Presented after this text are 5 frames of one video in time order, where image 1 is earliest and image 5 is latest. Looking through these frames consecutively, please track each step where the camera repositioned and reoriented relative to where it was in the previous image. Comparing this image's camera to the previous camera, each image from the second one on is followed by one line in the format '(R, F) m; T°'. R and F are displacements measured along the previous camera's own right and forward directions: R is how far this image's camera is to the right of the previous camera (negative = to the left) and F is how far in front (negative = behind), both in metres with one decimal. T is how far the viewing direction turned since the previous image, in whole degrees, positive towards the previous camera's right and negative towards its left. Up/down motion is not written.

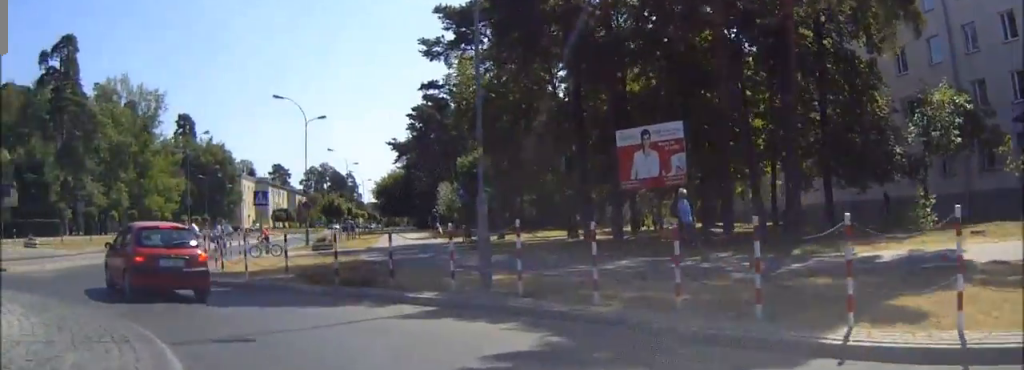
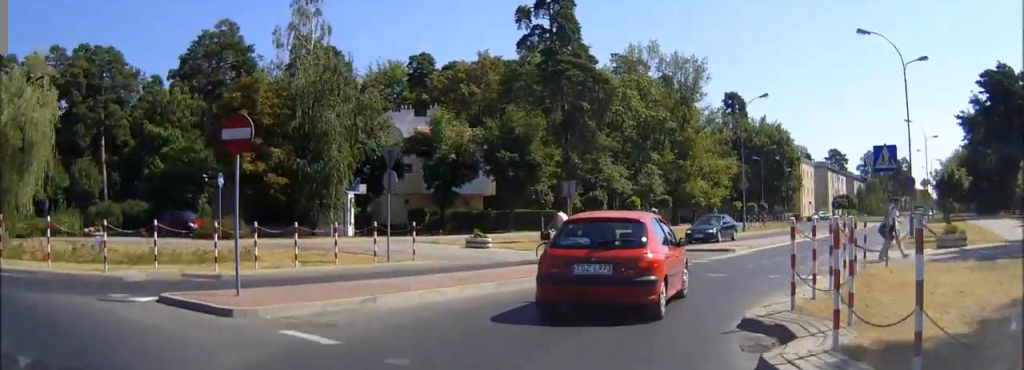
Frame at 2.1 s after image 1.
(-5.0, +11.9) m; -35°
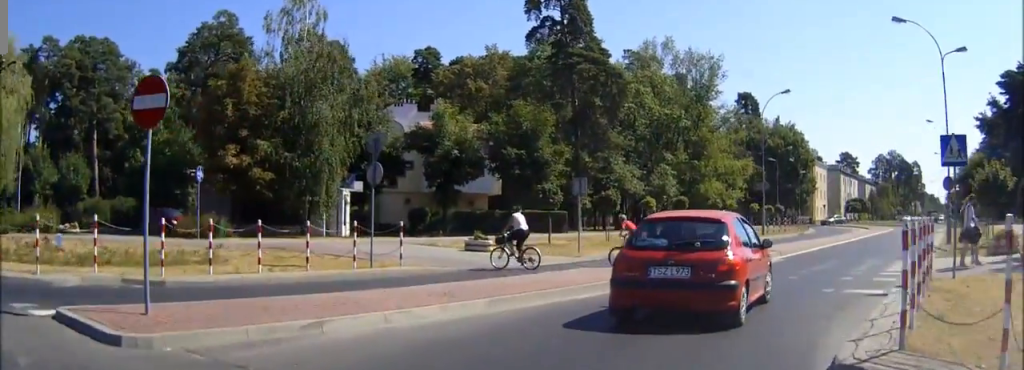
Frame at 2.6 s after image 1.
(-0.1, +2.9) m; -1°
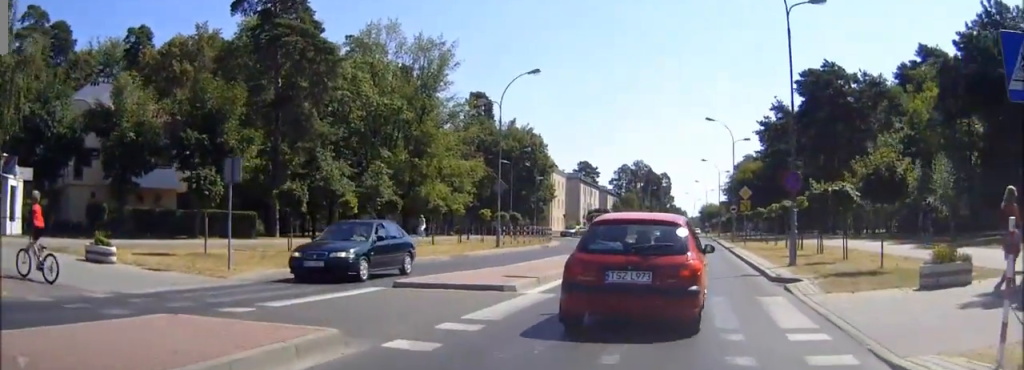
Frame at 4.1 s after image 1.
(+1.0, +9.2) m; +15°
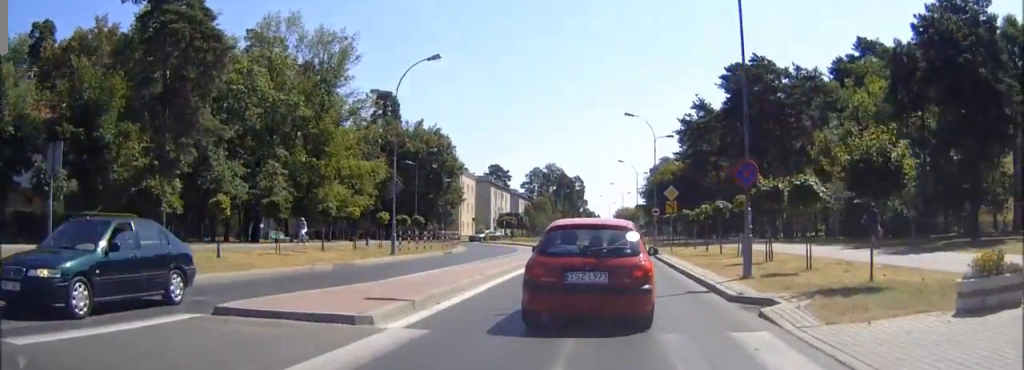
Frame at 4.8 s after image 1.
(+0.3, +4.3) m; +6°
